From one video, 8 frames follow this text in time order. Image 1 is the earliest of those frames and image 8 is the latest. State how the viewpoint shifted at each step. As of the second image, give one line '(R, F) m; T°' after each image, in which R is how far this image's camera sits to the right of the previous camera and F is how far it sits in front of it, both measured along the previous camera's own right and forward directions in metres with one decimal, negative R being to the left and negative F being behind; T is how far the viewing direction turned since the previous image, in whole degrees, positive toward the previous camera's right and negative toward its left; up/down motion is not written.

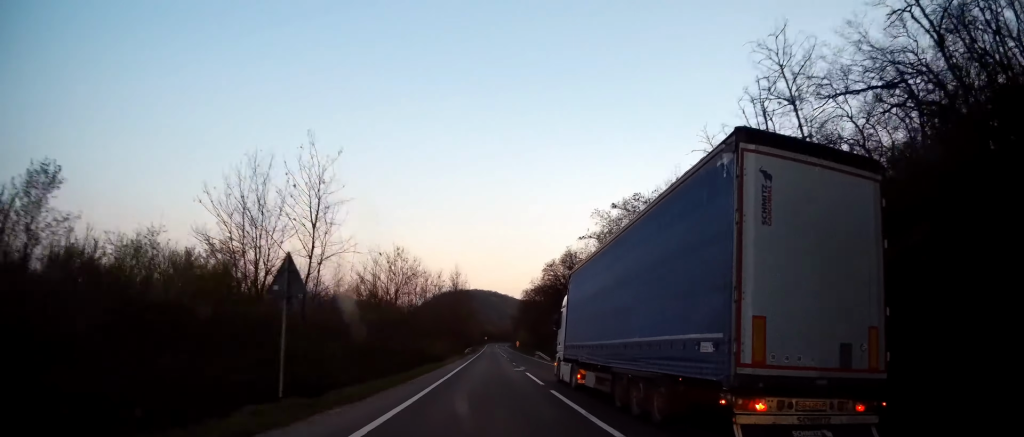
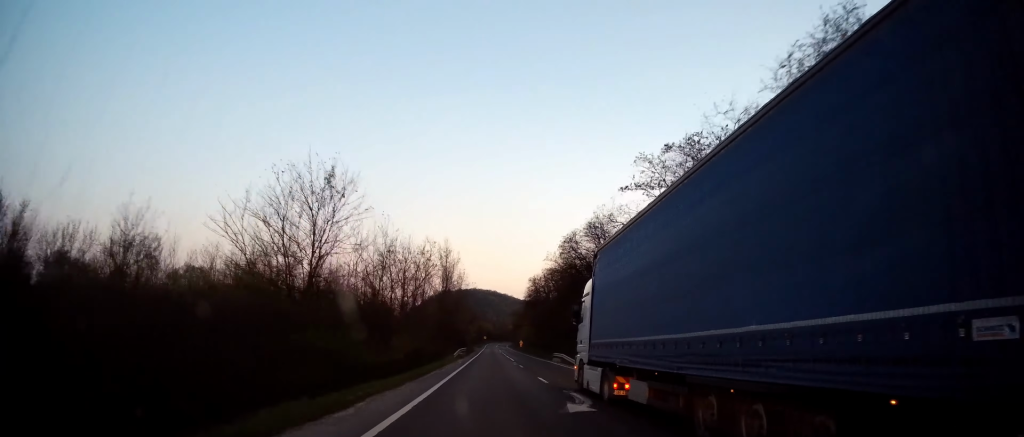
(+0.2, +20.9) m; 0°
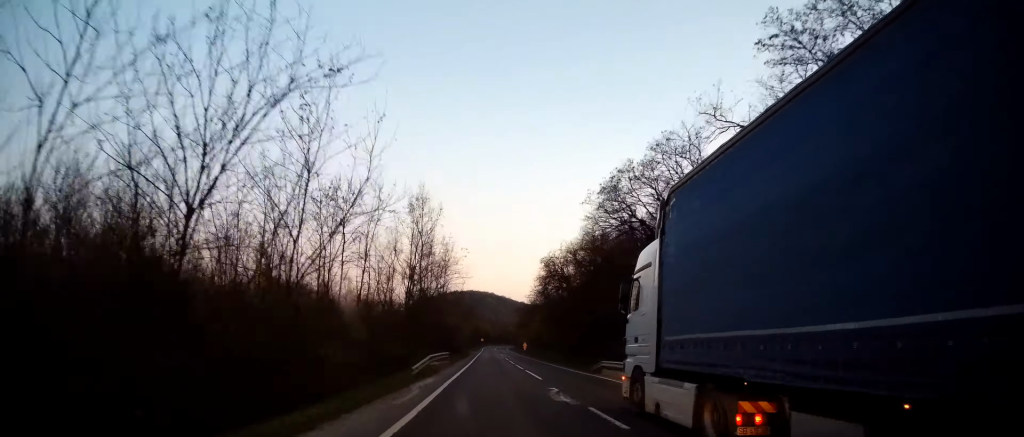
(0.0, +24.5) m; +1°
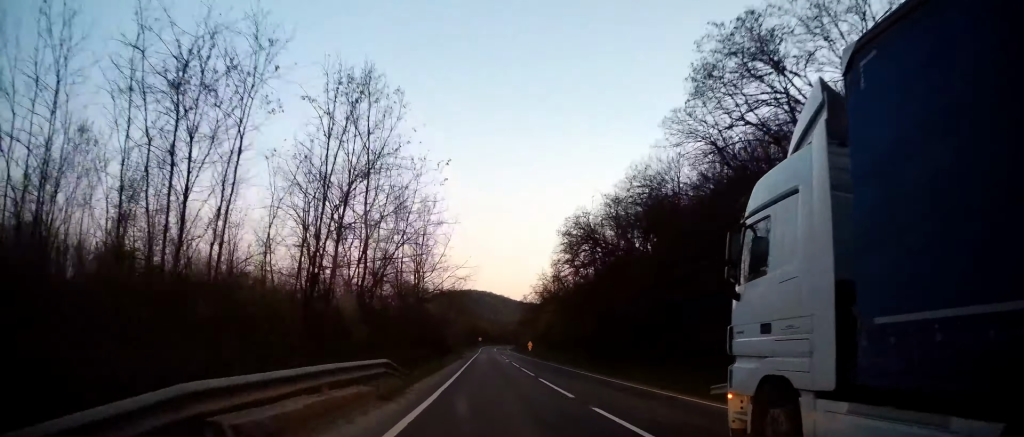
(+0.3, +19.7) m; +1°
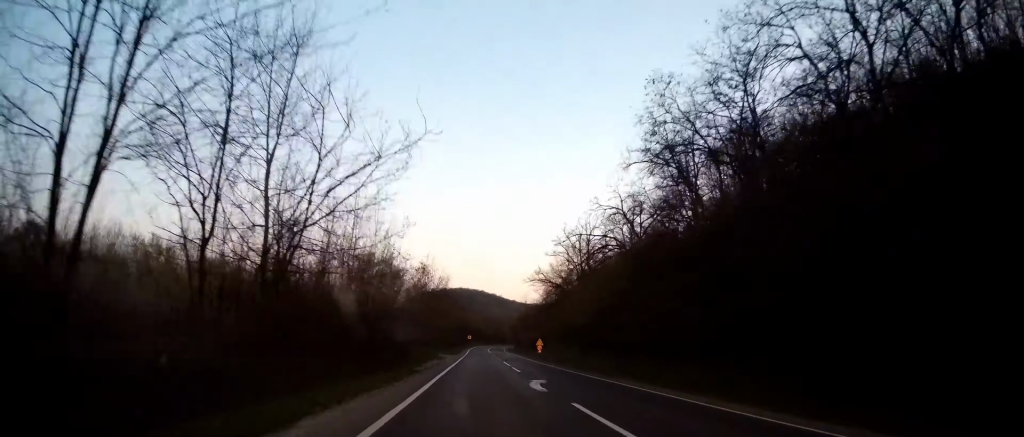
(+0.3, +34.0) m; 0°
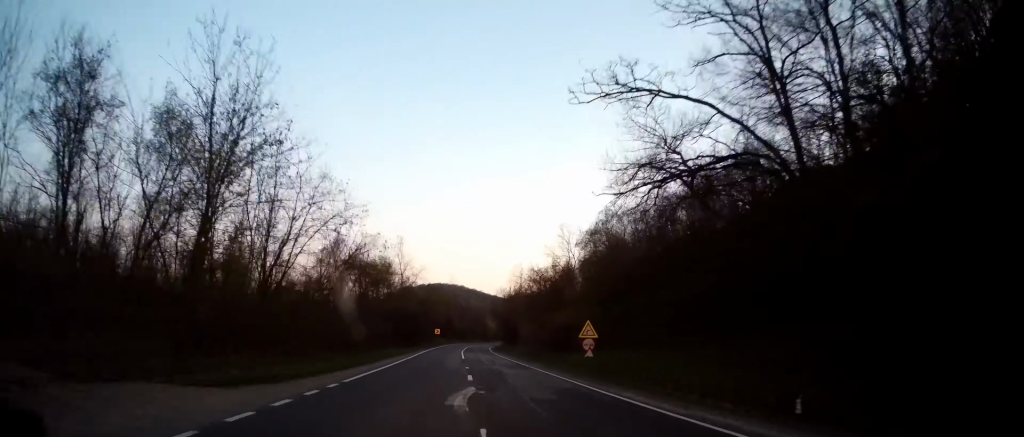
(+0.2, +48.7) m; +1°
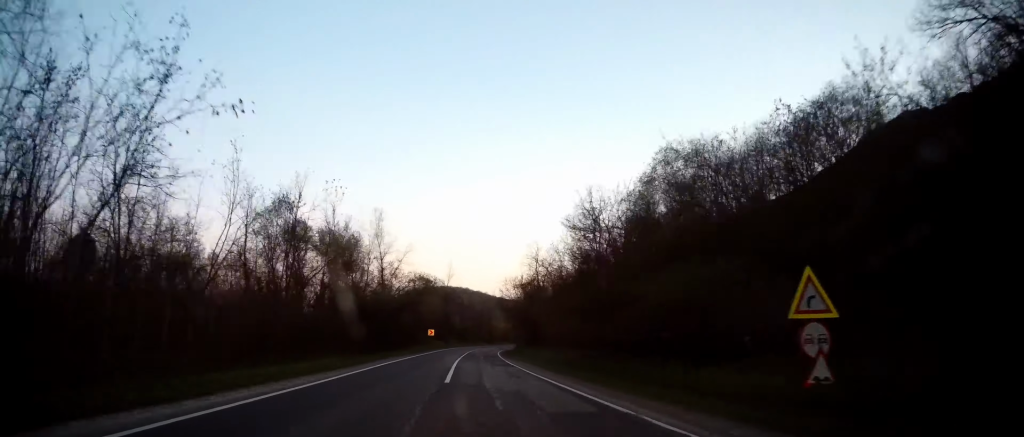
(+0.3, +21.7) m; +1°
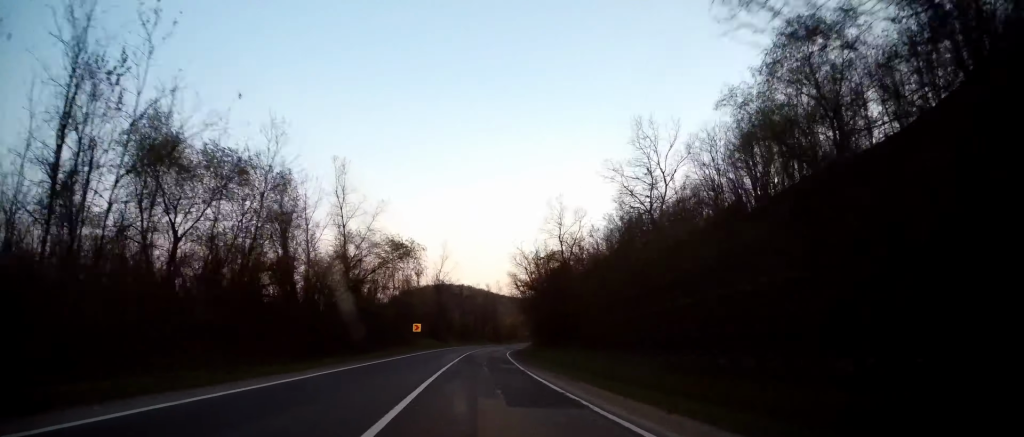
(0.0, +20.5) m; 0°
